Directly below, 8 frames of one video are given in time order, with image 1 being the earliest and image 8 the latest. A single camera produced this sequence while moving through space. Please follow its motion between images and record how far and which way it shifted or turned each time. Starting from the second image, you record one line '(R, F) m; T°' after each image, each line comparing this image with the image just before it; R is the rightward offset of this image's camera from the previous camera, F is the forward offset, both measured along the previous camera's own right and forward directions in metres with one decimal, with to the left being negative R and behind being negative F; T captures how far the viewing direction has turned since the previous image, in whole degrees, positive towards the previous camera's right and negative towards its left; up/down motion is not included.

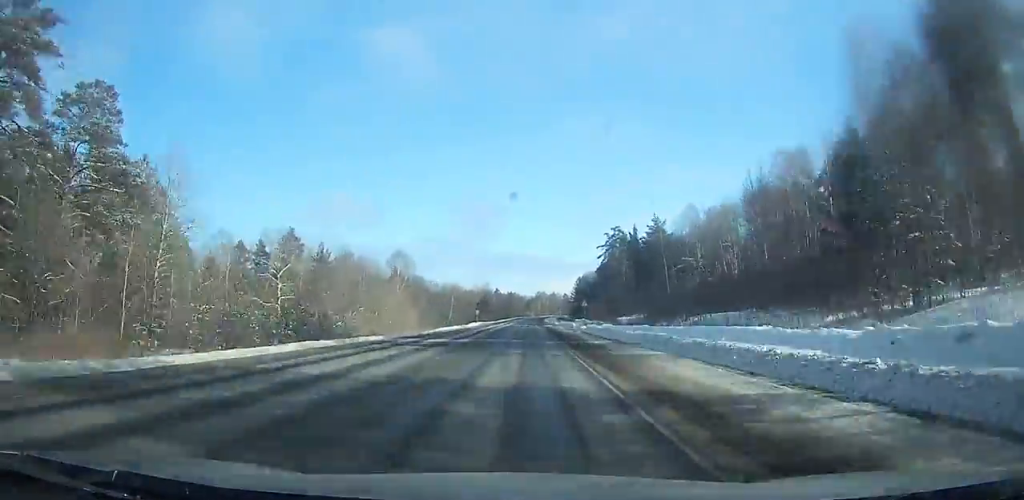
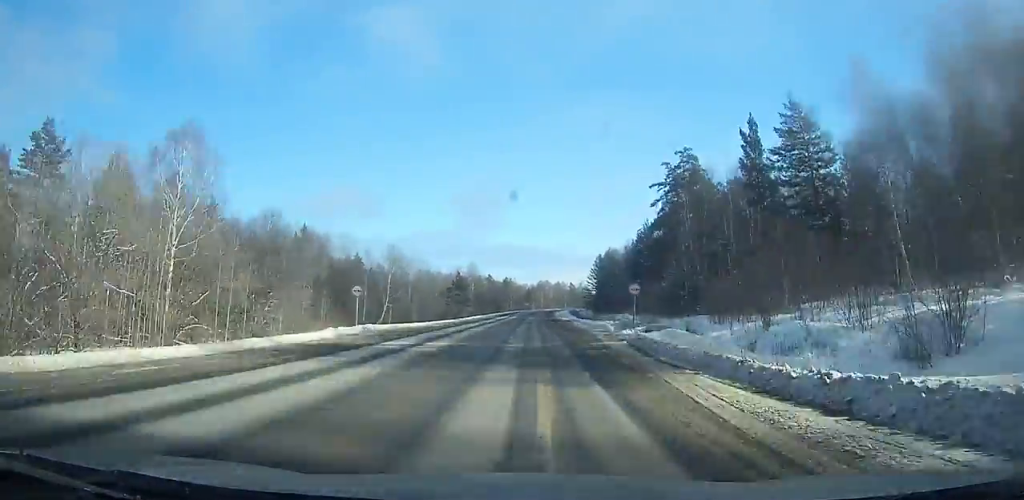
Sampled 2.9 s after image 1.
(0.0, +77.5) m; 0°
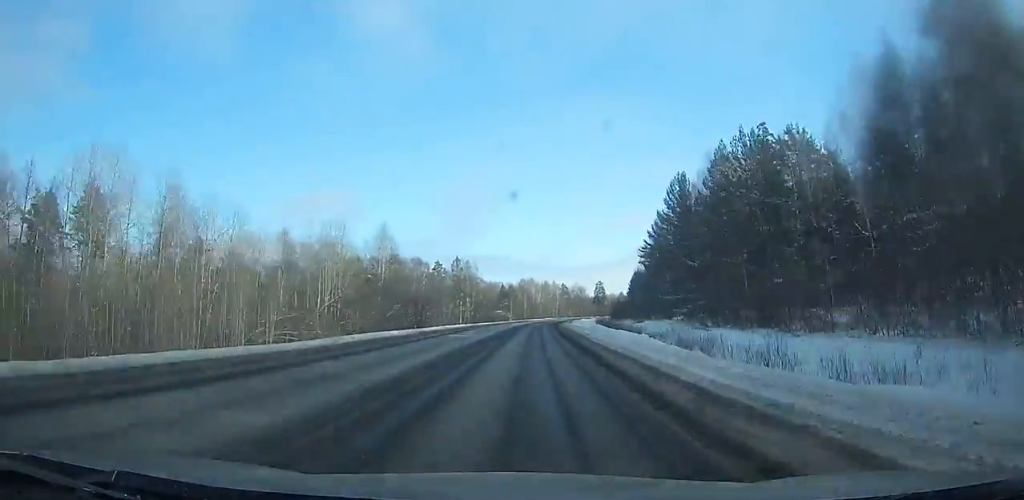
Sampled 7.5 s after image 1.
(+1.3, +121.0) m; +2°
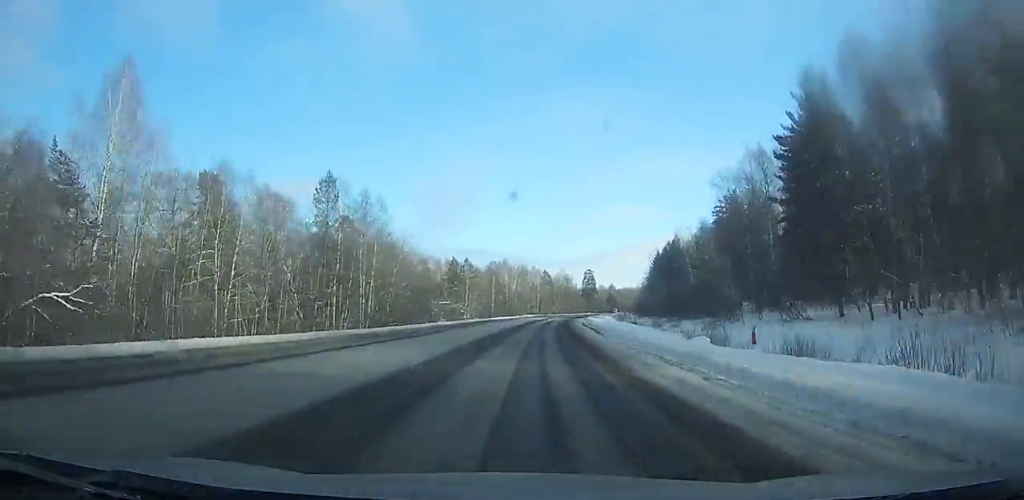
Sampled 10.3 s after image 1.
(+0.9, +72.0) m; +2°
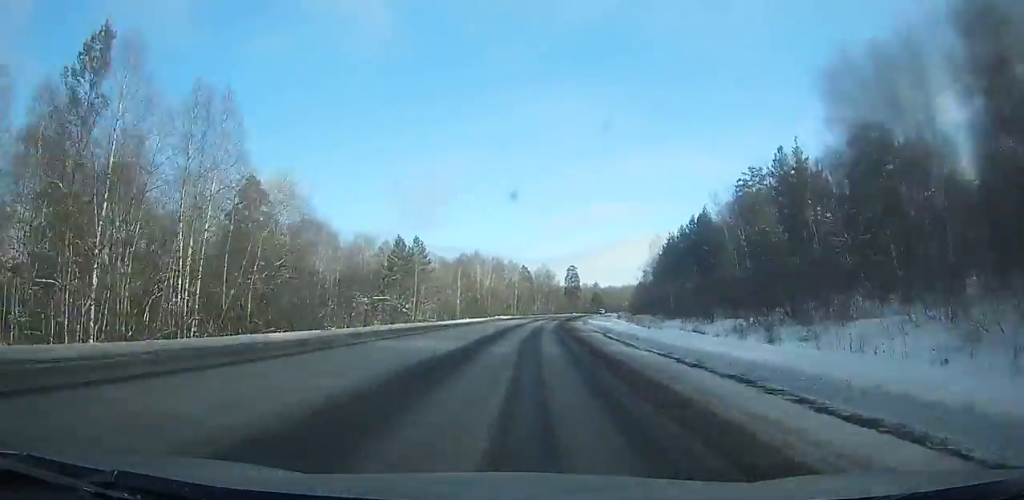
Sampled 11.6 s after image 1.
(+0.6, +32.7) m; +2°
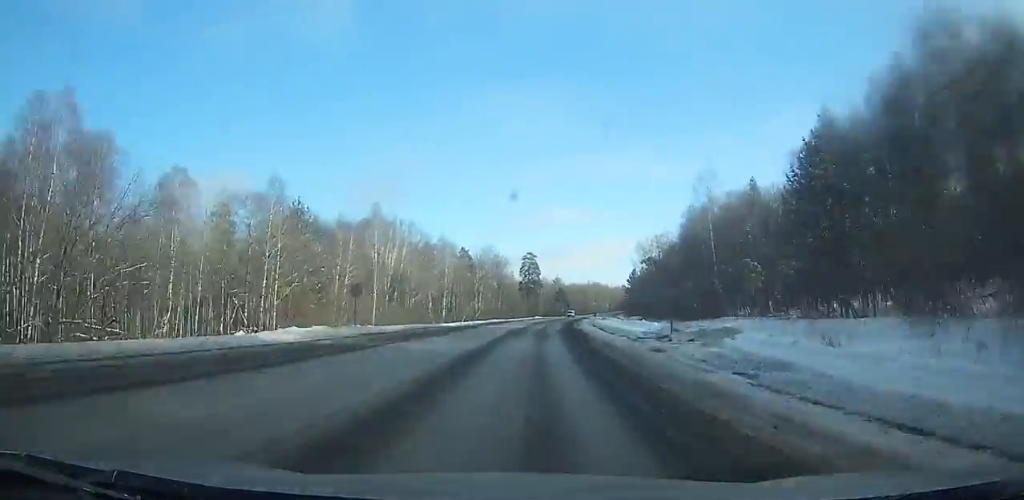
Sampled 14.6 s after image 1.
(+2.7, +73.9) m; +4°
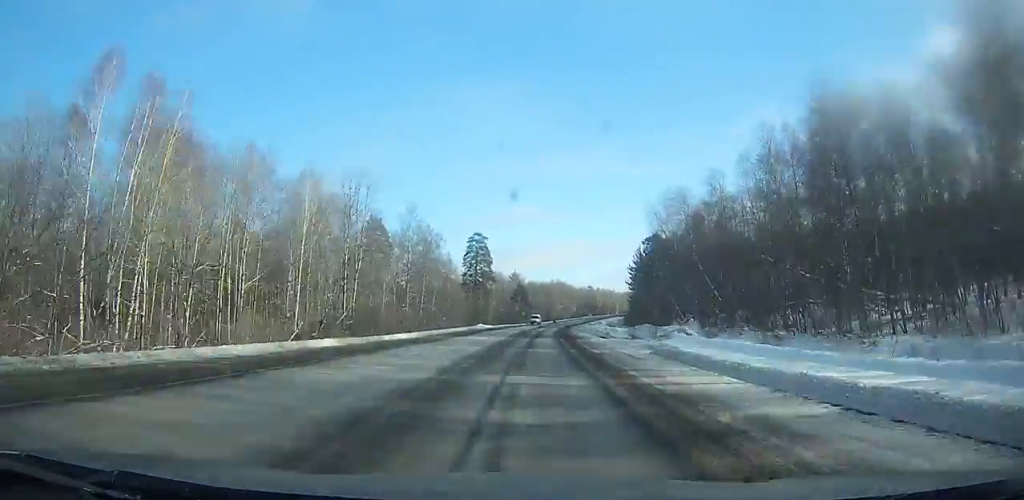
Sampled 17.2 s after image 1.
(+2.2, +62.3) m; +4°
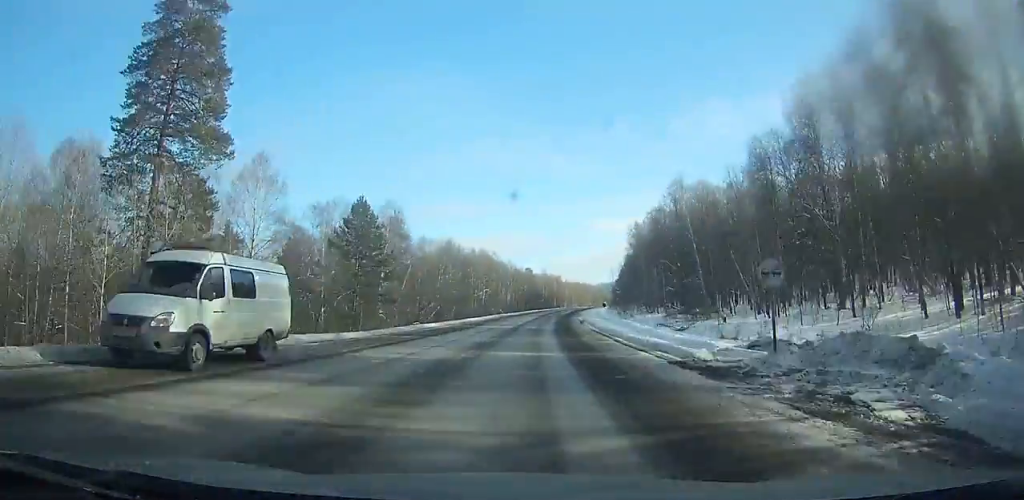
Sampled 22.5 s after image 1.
(+6.9, +123.4) m; +7°
